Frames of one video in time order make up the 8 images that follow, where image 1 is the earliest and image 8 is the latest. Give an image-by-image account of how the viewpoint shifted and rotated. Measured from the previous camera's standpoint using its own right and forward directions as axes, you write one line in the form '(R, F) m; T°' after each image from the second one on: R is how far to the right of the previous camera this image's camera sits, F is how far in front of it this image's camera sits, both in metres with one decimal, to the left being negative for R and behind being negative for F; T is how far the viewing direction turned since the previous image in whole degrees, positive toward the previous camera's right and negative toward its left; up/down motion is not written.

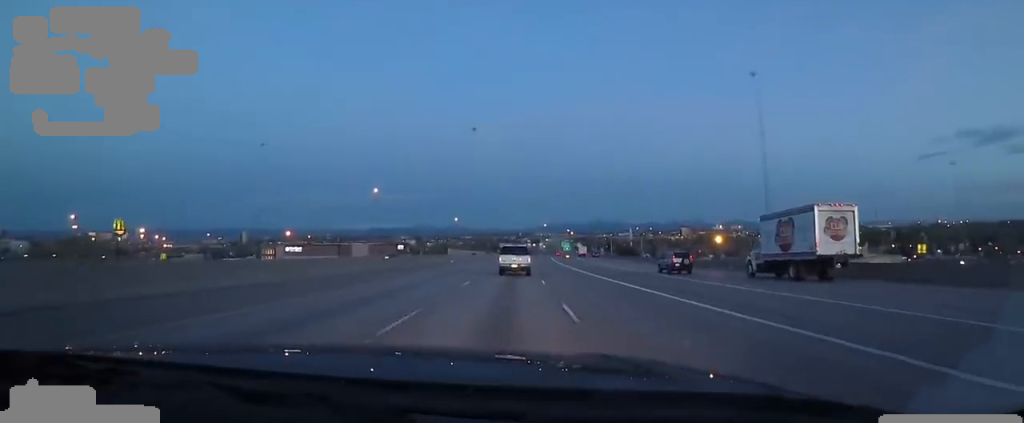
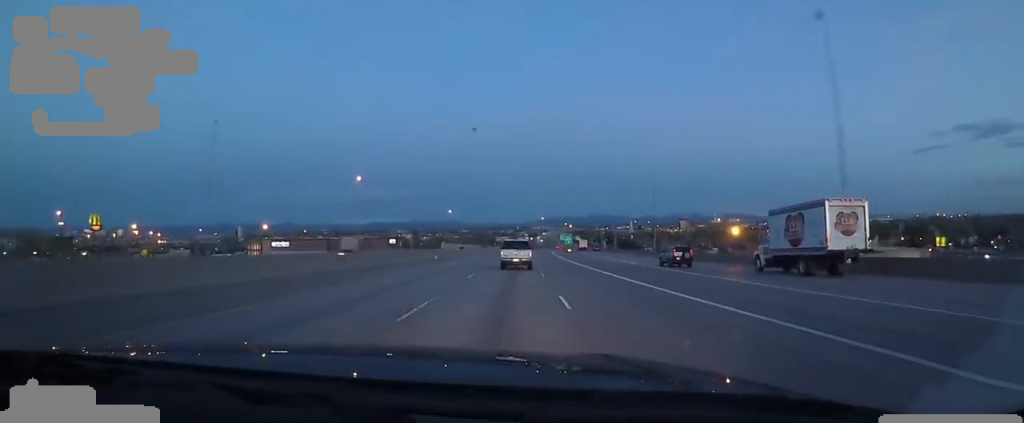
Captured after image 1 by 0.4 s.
(+0.1, +11.6) m; -1°
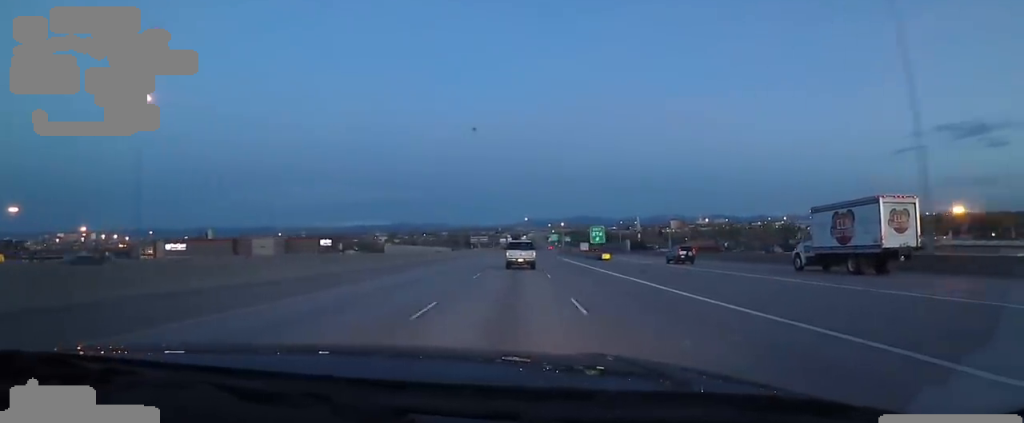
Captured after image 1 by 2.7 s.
(+0.7, +62.1) m; +3°
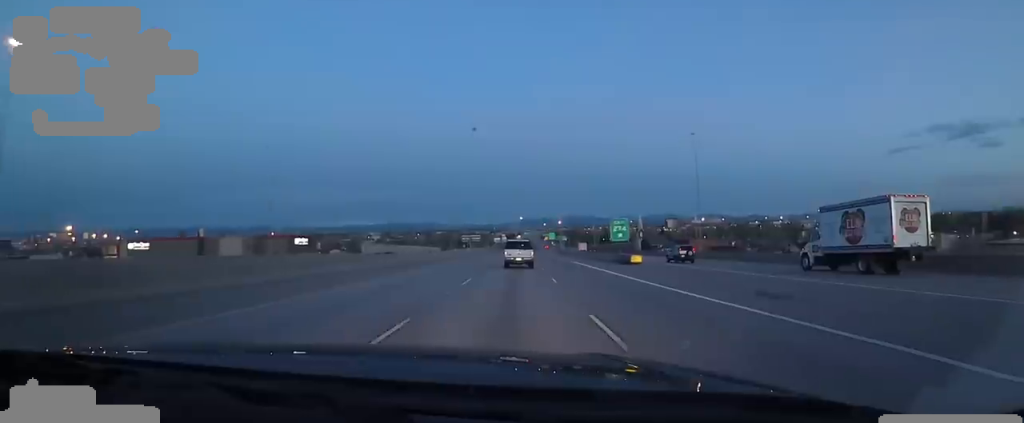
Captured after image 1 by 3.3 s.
(0.0, +15.7) m; 0°
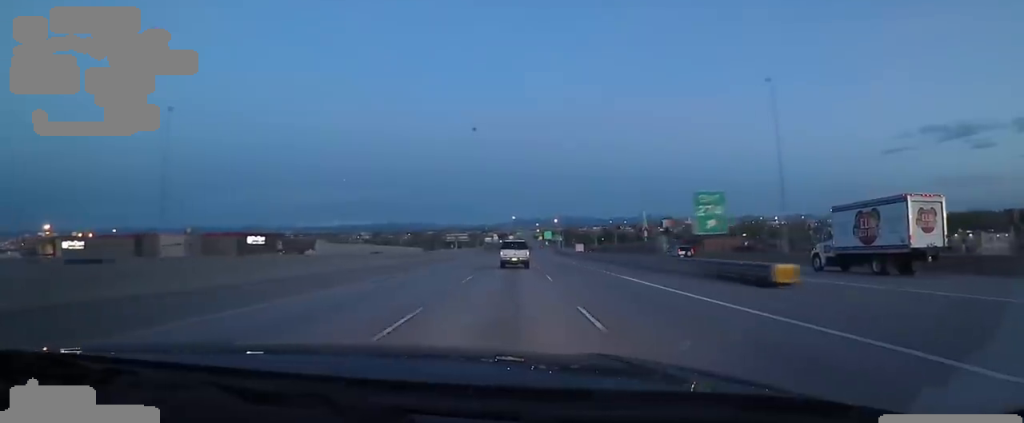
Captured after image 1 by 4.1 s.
(0.0, +23.1) m; 0°
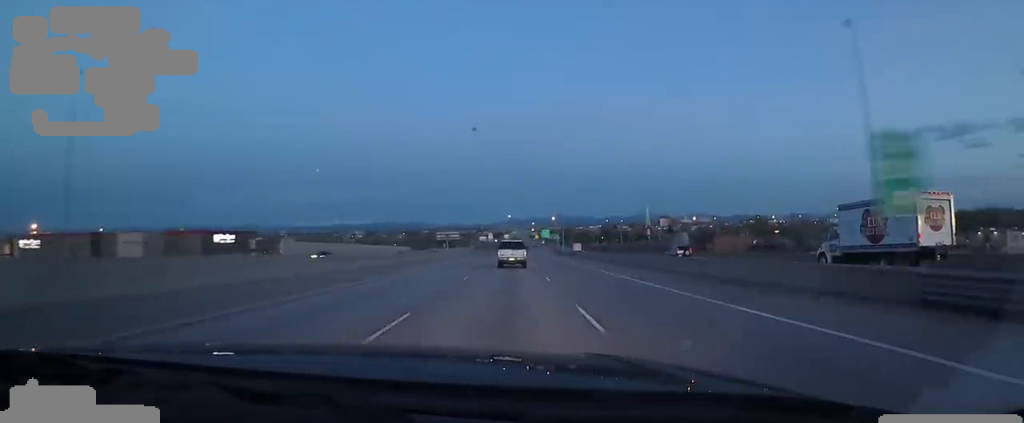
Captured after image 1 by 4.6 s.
(0.0, +12.9) m; +1°
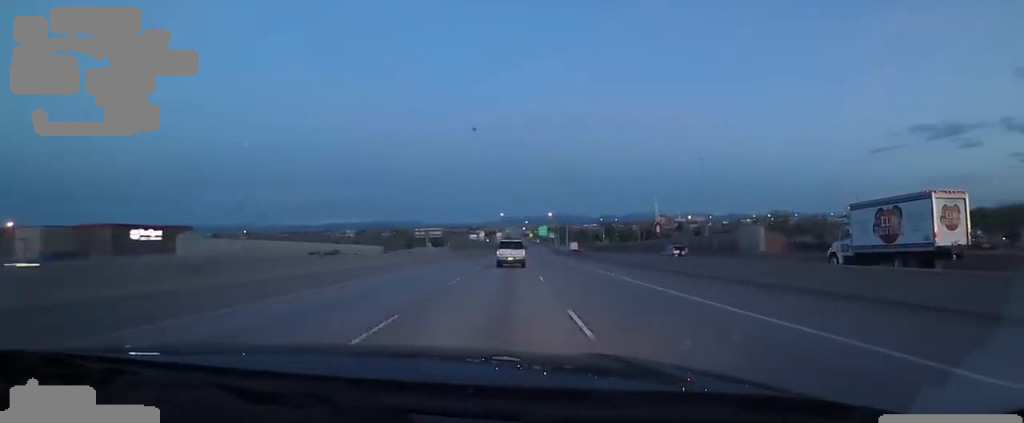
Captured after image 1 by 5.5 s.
(+0.2, +24.7) m; +2°
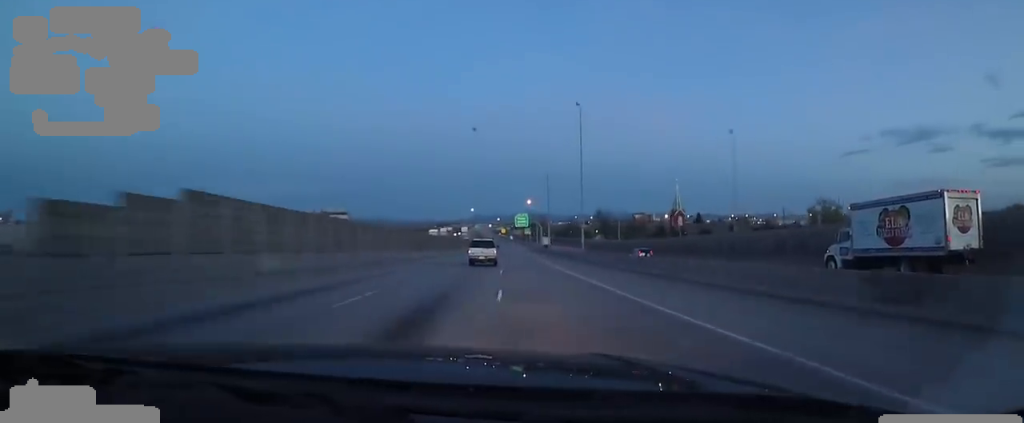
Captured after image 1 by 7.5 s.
(+0.1, +56.2) m; +1°
